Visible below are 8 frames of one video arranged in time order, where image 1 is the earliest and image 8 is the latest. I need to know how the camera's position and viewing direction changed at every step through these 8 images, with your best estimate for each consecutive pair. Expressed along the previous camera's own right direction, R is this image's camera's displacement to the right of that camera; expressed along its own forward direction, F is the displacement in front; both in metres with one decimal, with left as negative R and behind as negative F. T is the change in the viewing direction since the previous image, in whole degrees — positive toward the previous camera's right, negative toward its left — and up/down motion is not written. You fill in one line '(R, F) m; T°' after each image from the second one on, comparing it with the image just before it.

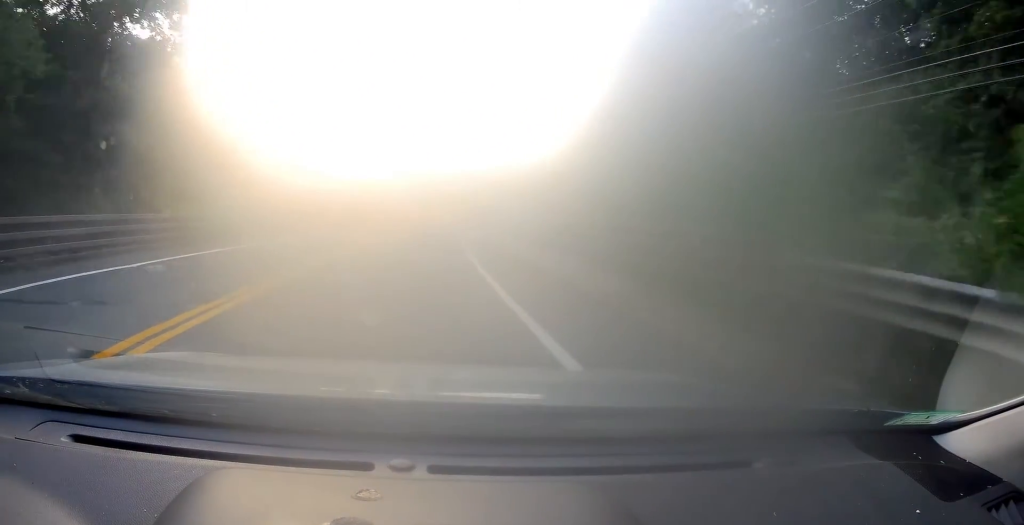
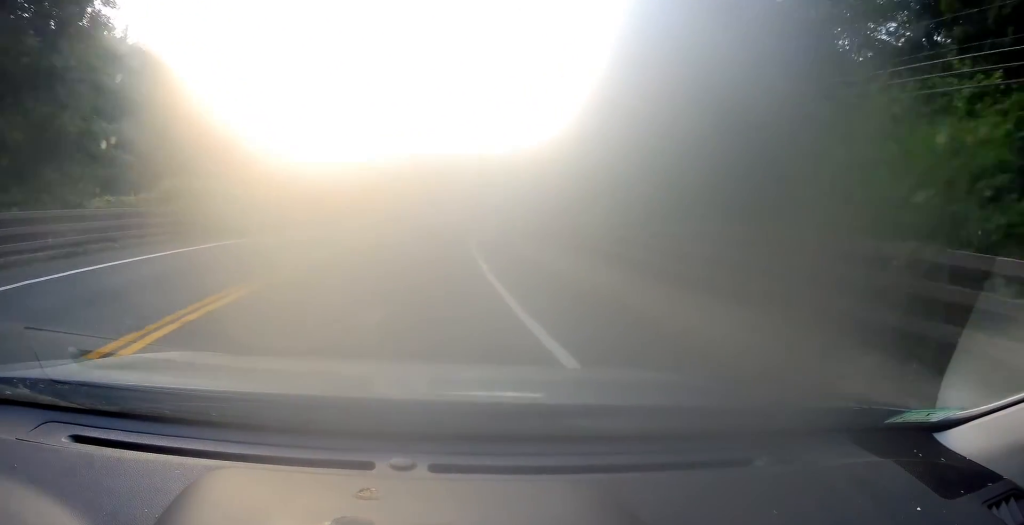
(+0.1, +7.5) m; +1°
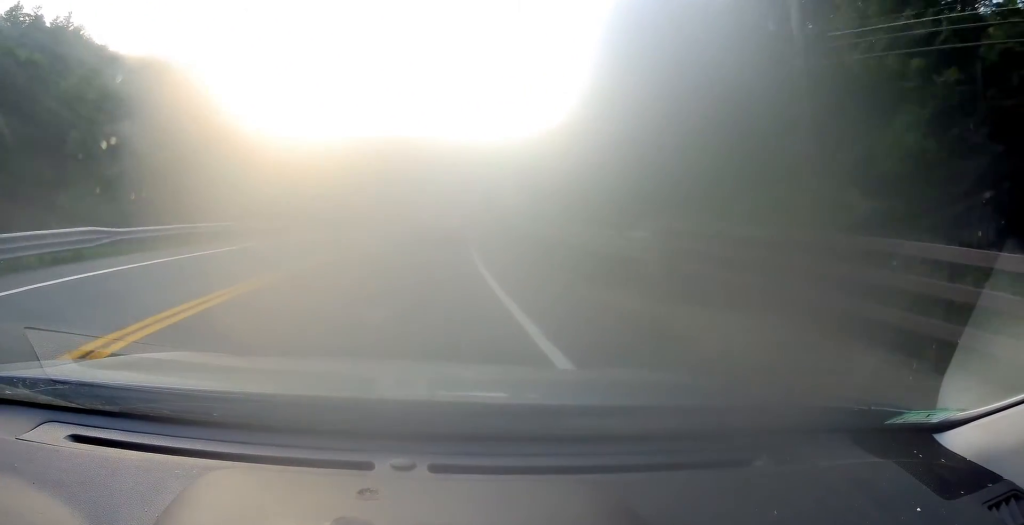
(+0.2, +17.9) m; +1°
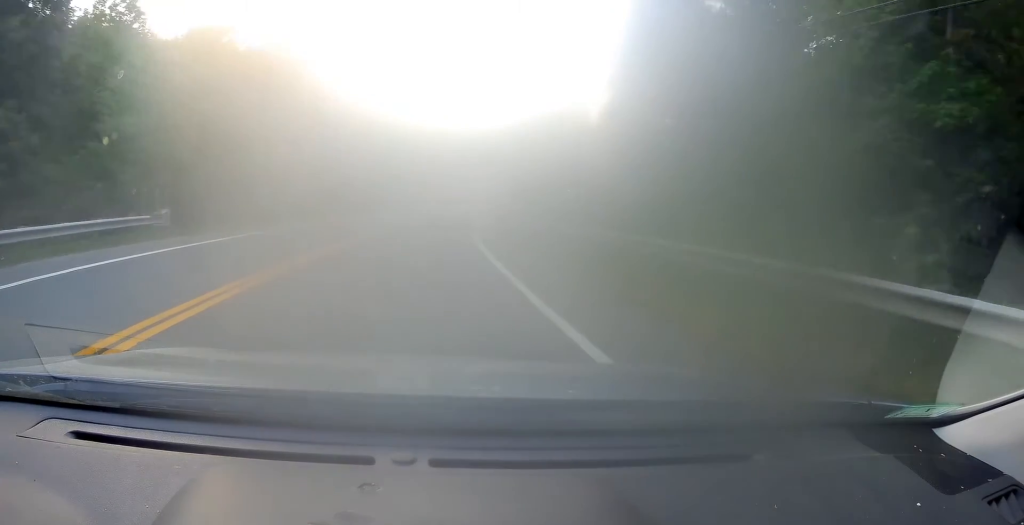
(+0.5, +22.8) m; +5°
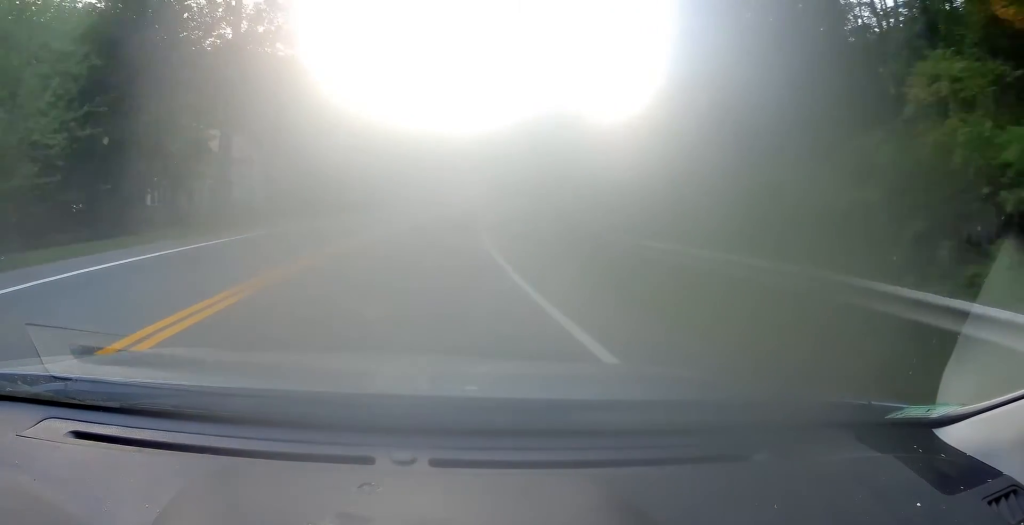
(+0.4, +11.2) m; +3°
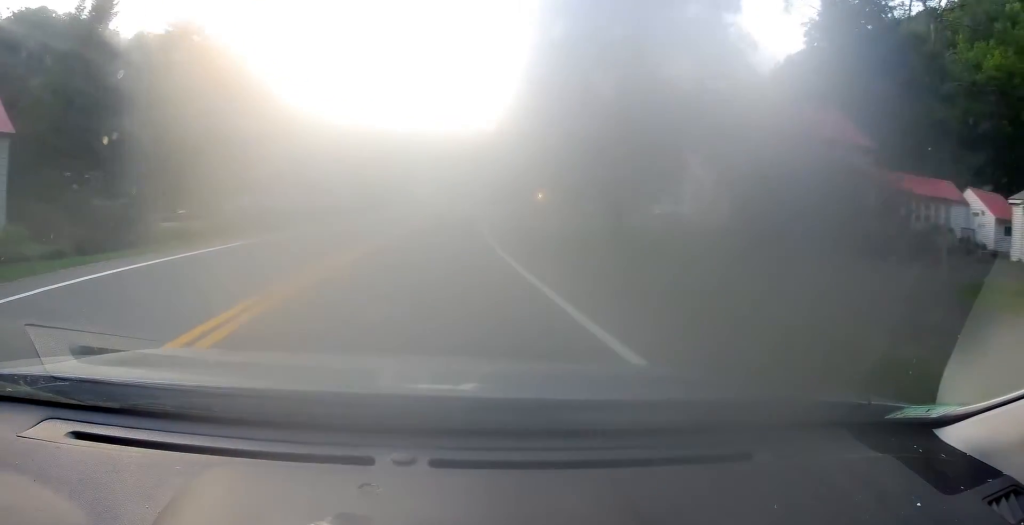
(+1.3, +25.8) m; +6°
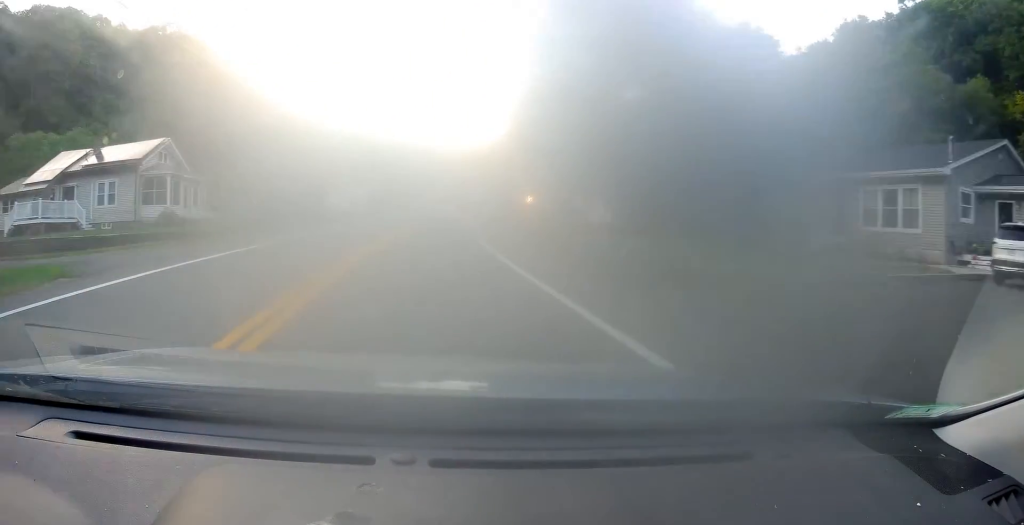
(+1.8, +32.6) m; +6°
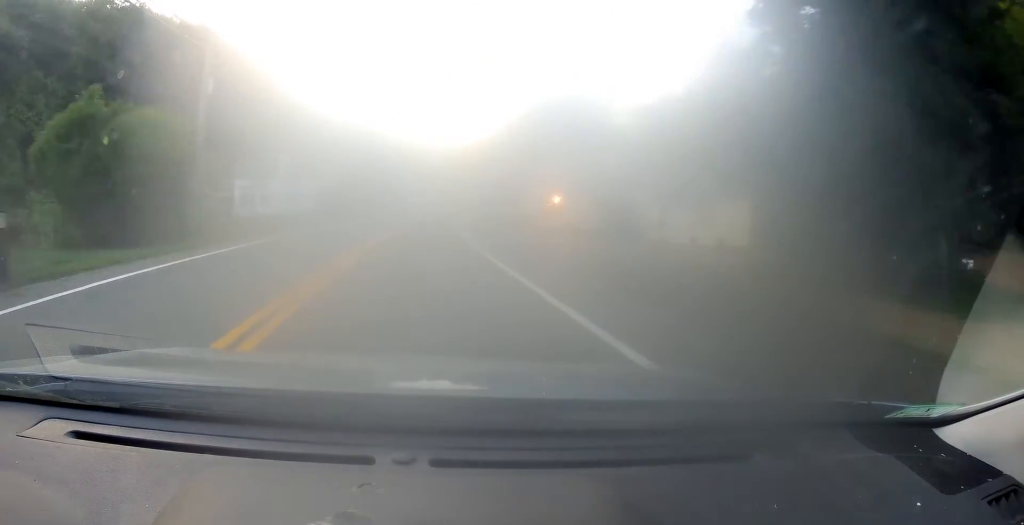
(+0.6, +20.4) m; +2°
